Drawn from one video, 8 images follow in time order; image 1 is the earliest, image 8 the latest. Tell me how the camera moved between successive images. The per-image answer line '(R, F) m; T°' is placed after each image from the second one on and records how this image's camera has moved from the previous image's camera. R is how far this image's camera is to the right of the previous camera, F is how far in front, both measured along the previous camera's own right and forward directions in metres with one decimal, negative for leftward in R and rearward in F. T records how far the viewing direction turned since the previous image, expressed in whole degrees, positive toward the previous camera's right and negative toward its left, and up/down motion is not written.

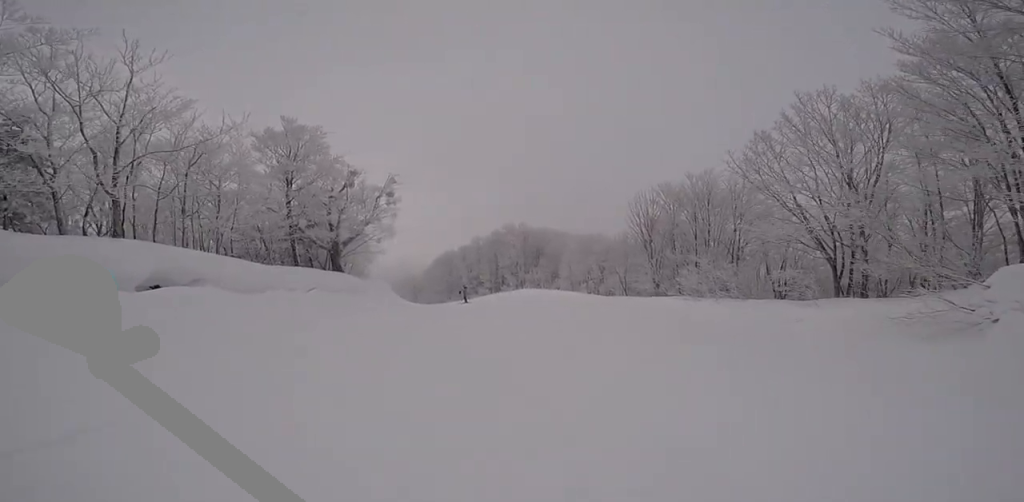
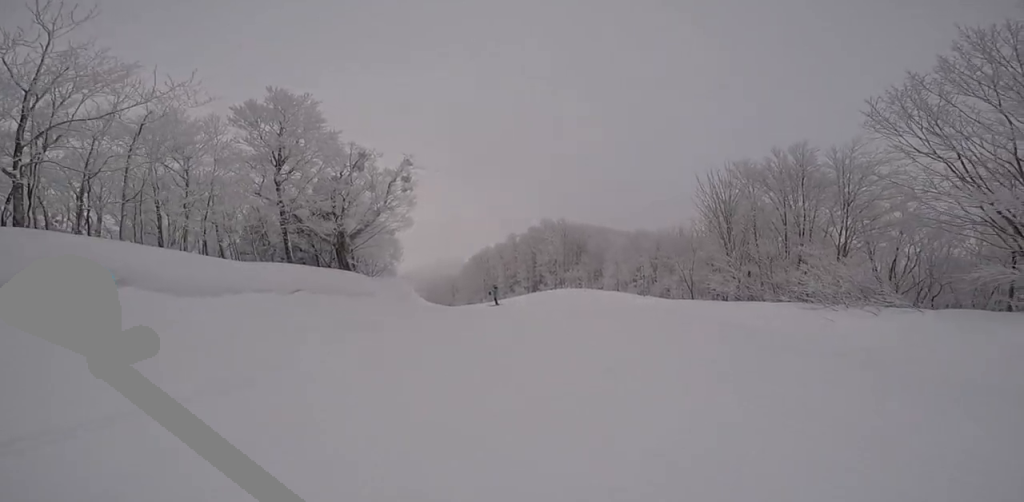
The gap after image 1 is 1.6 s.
(-0.7, +5.4) m; -3°
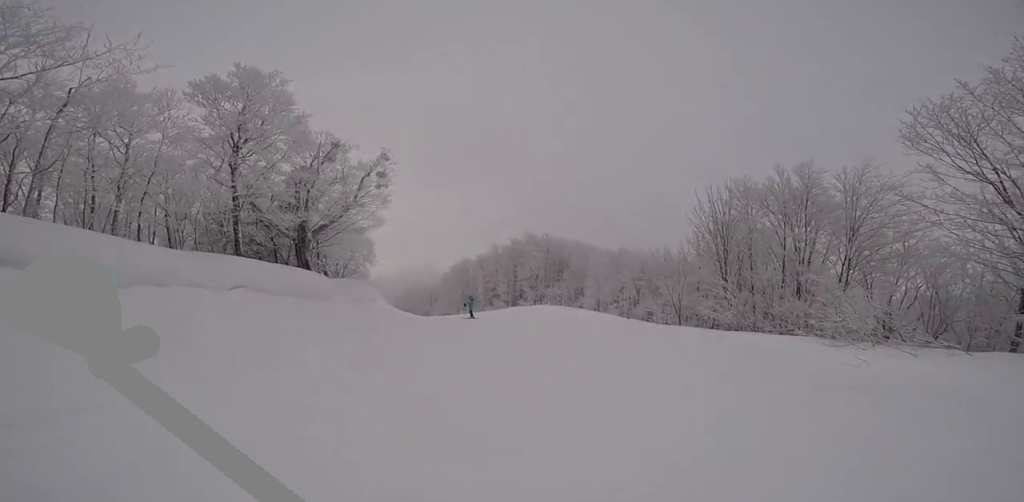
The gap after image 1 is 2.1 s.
(+0.4, +2.1) m; -2°
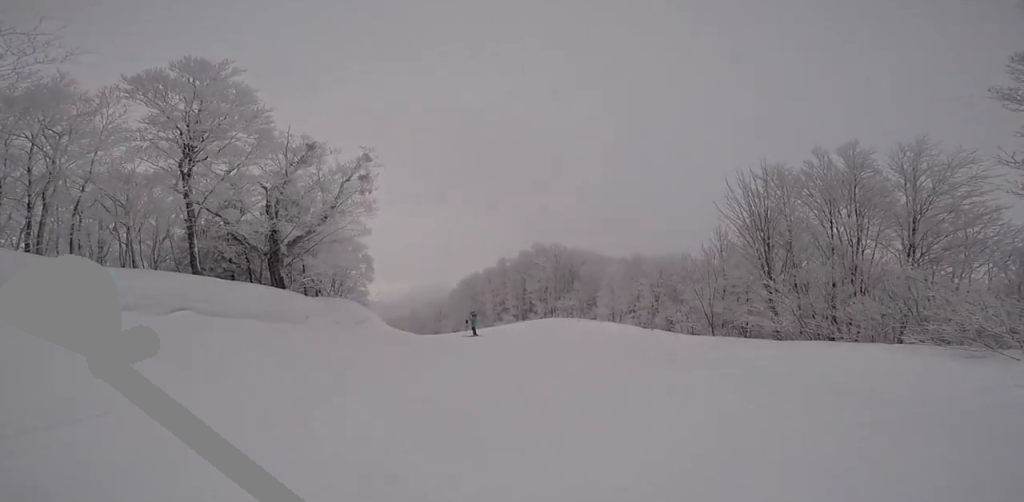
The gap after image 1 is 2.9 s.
(-0.8, +3.2) m; -8°
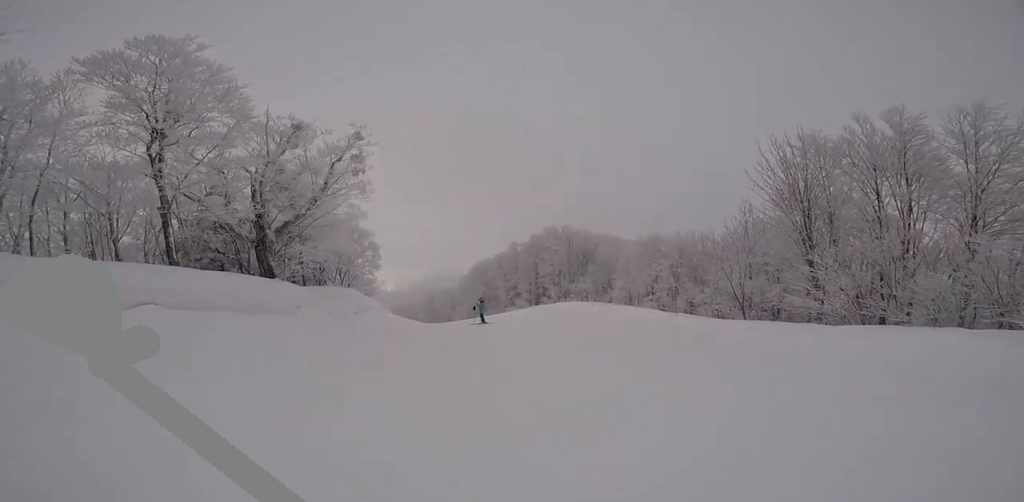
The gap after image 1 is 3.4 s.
(0.0, +1.8) m; +6°
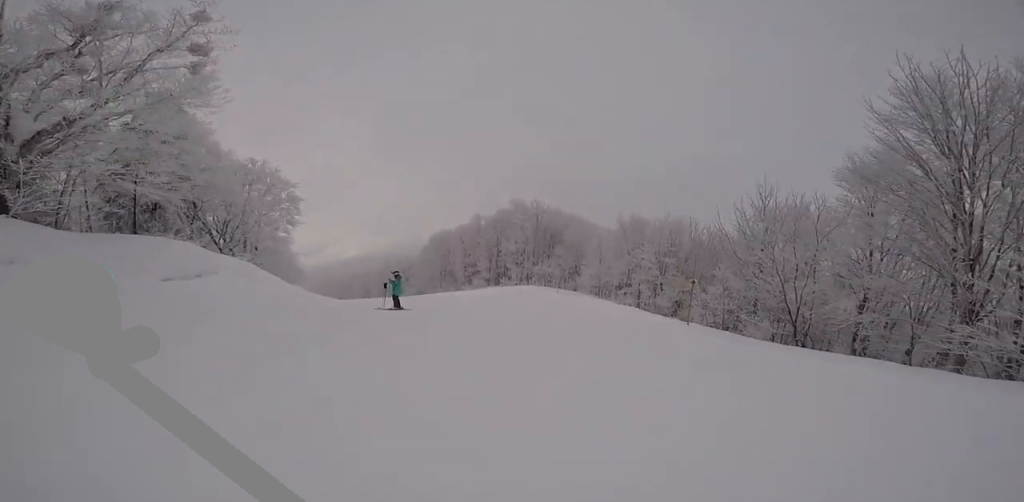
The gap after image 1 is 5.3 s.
(+2.4, +7.6) m; +21°
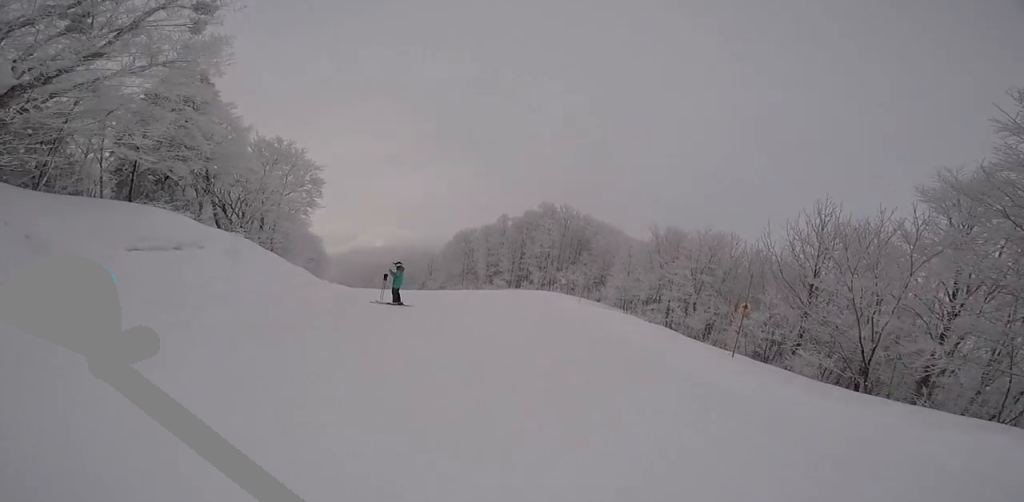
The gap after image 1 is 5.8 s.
(+0.1, +2.1) m; -9°
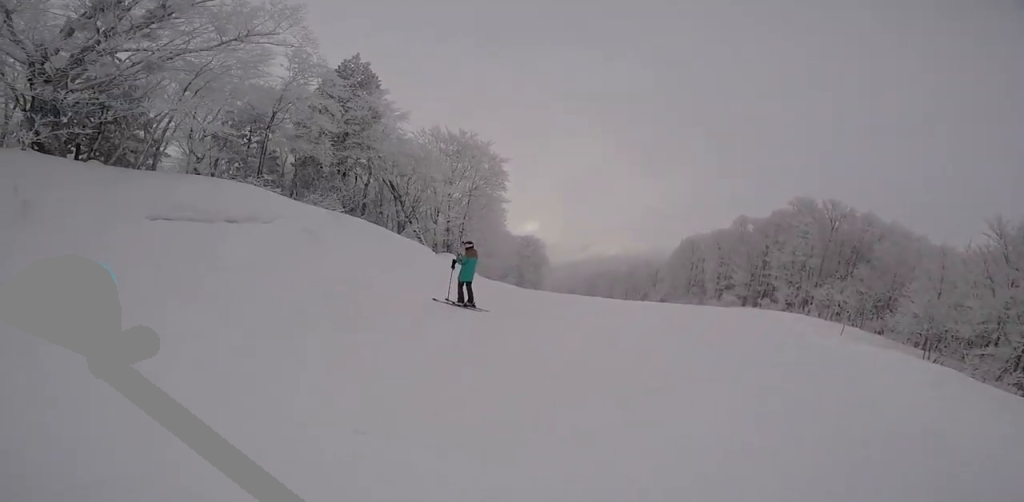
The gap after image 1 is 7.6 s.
(-2.0, +6.3) m; -33°
